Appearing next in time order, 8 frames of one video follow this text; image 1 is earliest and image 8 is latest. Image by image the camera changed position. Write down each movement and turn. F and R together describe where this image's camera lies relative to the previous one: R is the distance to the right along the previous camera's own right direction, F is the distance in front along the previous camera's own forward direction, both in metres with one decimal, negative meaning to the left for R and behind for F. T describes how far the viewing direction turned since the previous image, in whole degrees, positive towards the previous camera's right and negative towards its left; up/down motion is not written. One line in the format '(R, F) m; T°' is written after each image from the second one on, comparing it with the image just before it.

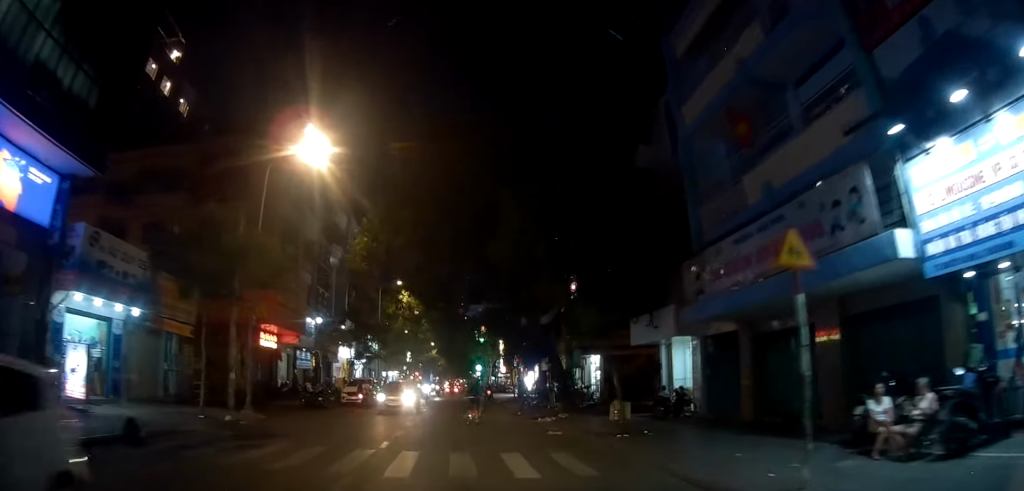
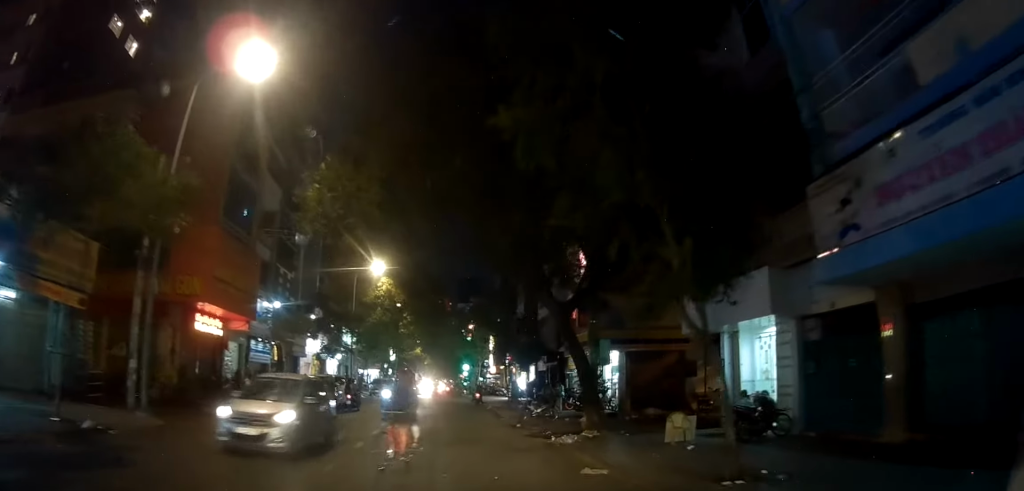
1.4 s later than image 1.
(+0.2, +6.2) m; +5°
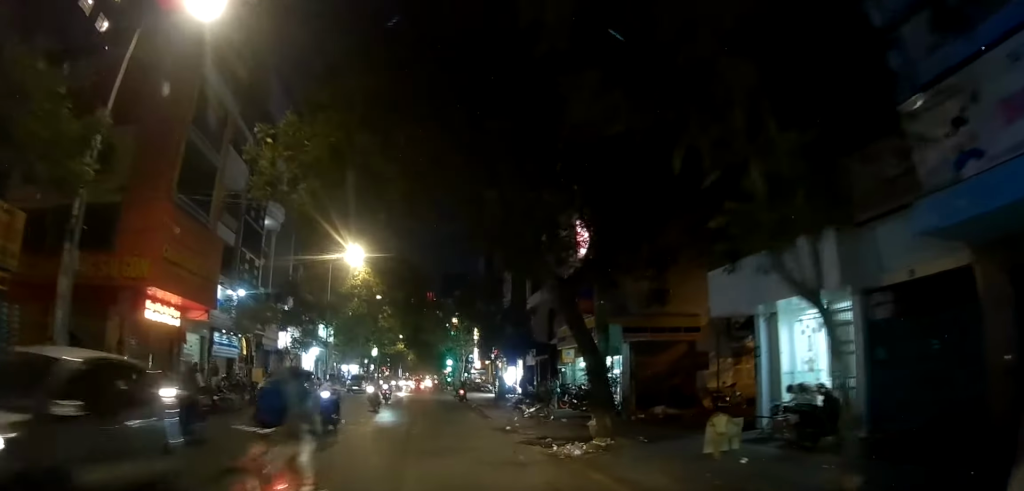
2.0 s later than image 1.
(+0.1, +2.7) m; +1°
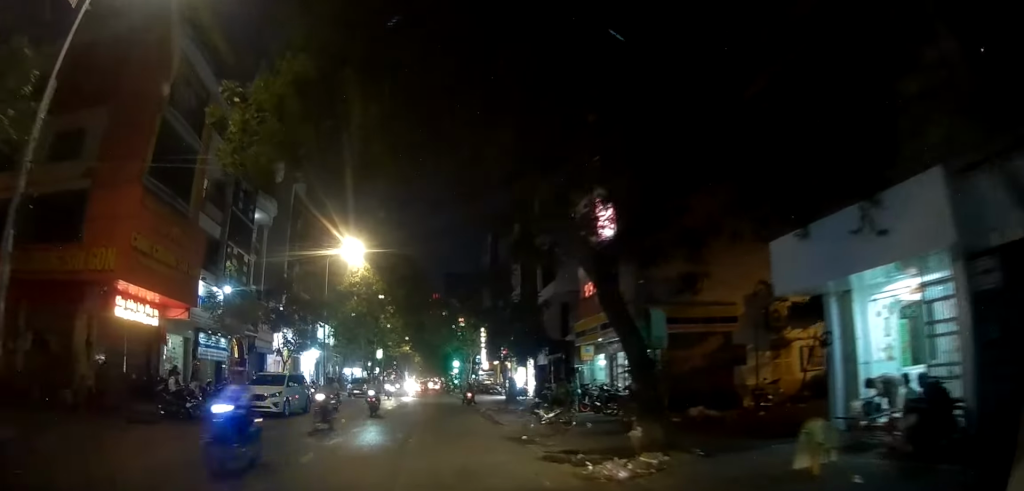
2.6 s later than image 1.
(0.0, +2.4) m; -2°
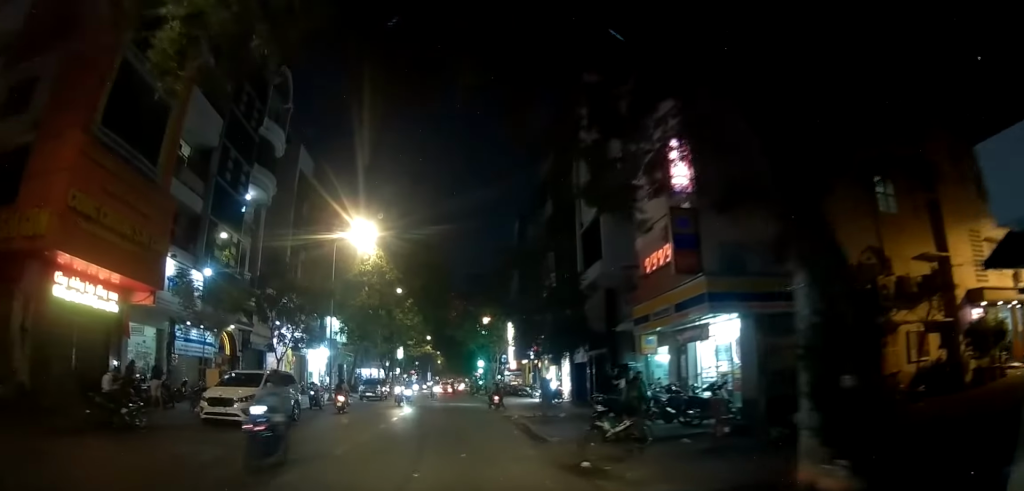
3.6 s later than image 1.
(-0.3, +4.5) m; -7°
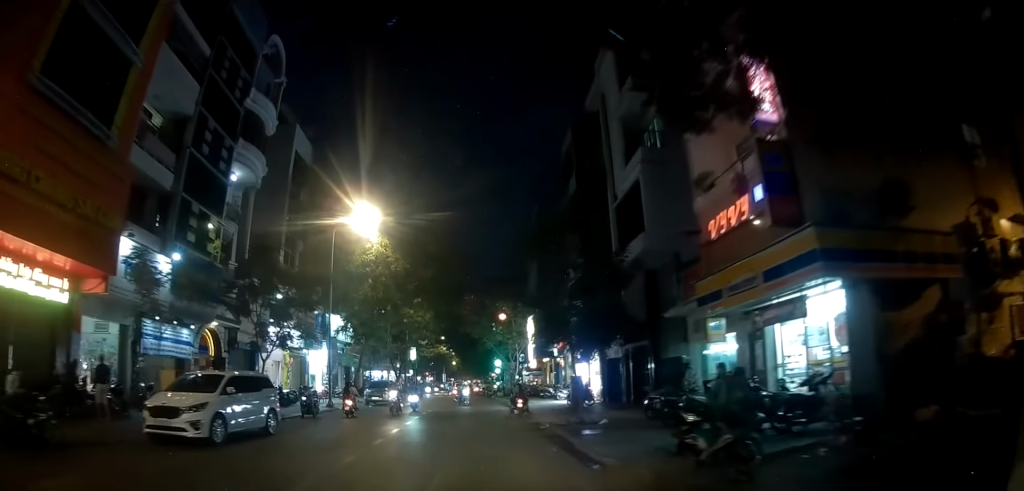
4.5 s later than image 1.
(-0.3, +3.5) m; +1°
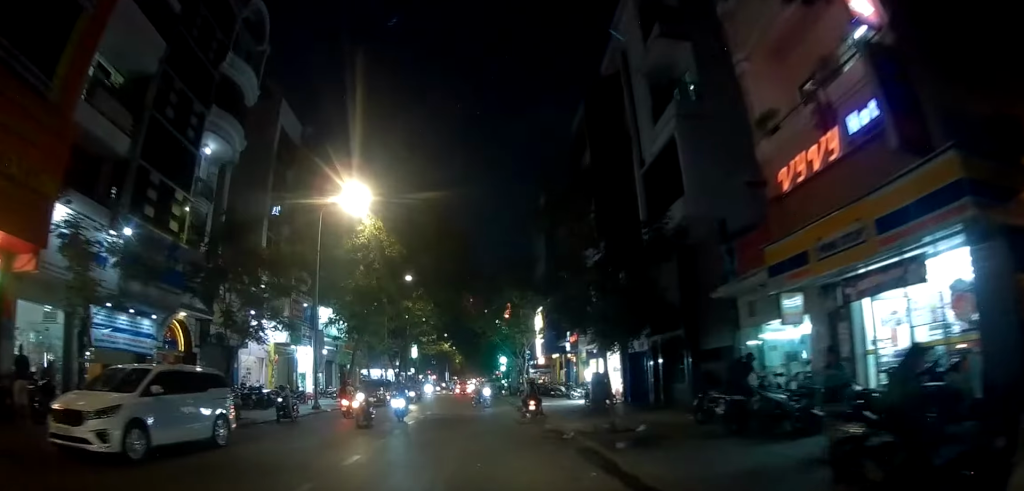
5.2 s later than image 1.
(+0.4, +3.1) m; +6°
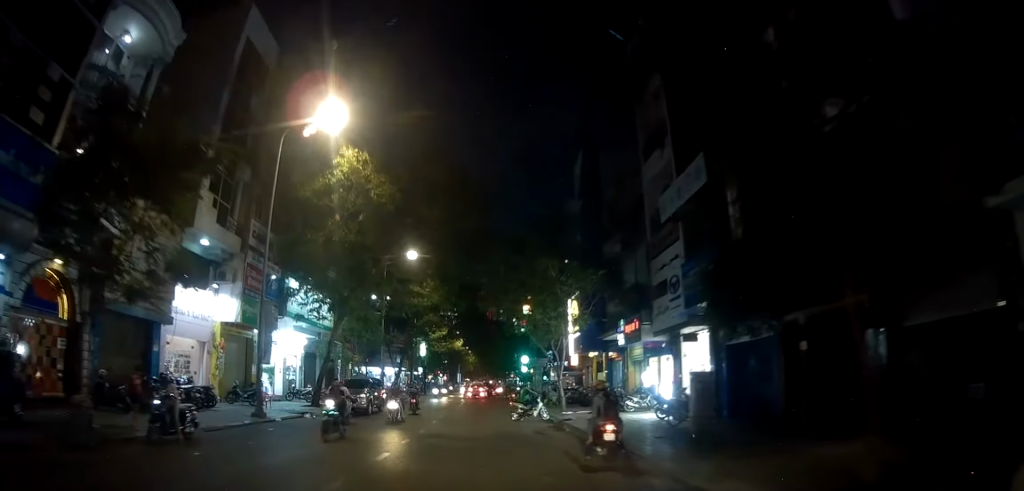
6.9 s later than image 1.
(+0.1, +8.2) m; -3°
